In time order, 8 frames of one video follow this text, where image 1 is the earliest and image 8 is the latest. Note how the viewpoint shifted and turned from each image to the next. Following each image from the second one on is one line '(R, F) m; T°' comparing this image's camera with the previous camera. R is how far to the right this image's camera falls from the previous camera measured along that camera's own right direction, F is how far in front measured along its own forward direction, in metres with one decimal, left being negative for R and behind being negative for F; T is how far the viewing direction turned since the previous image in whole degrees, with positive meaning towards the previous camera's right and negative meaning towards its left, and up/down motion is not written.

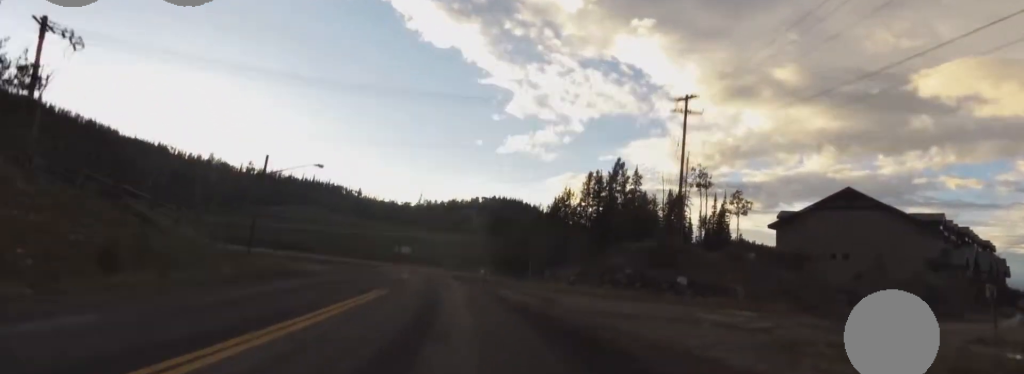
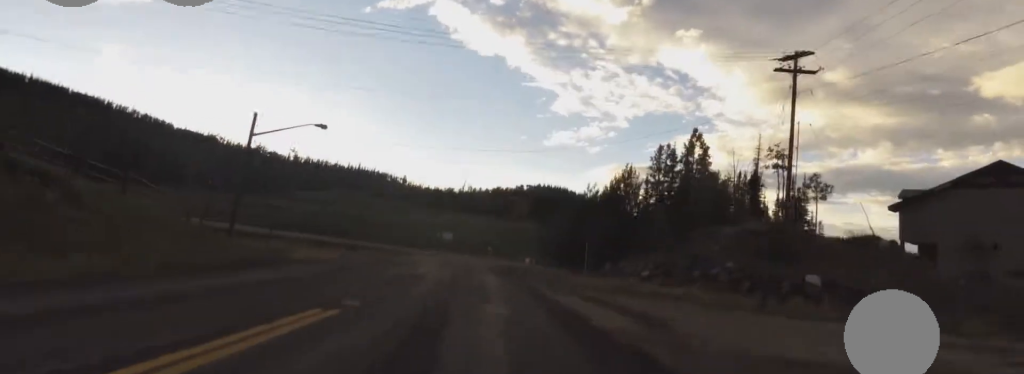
(-0.4, +10.4) m; -2°
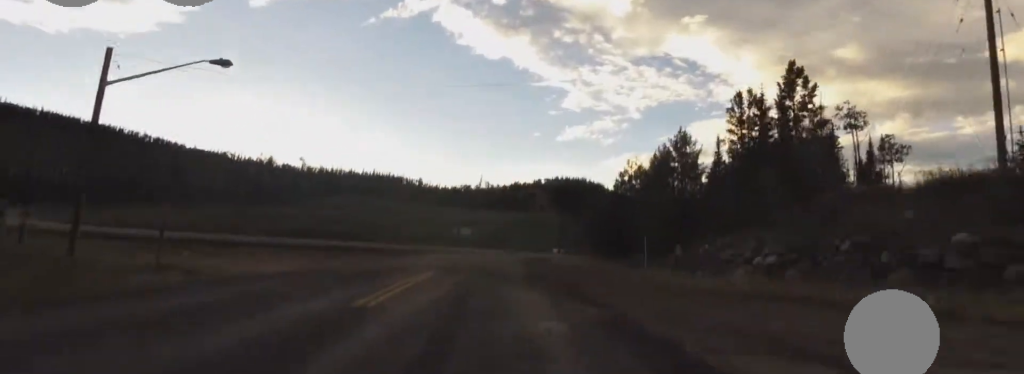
(0.0, +13.7) m; +1°
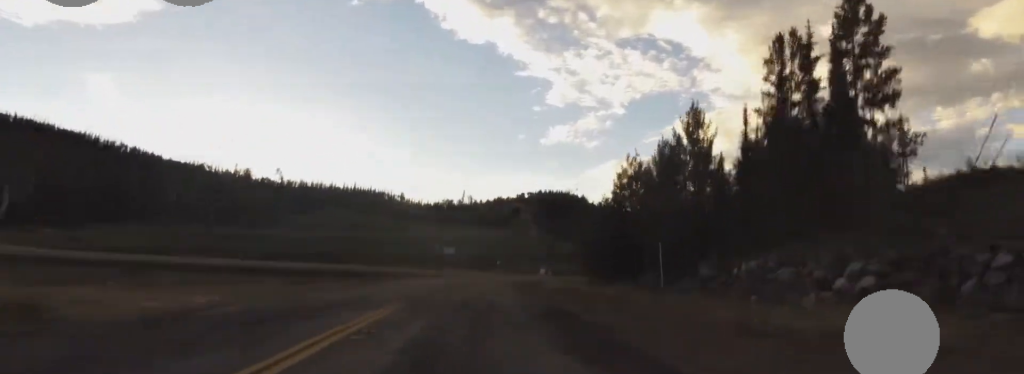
(+0.1, +7.0) m; 0°
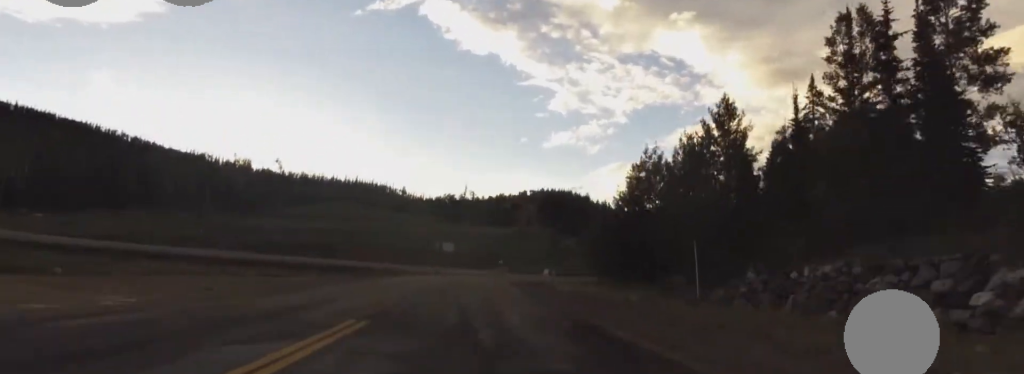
(+0.1, +5.4) m; -2°
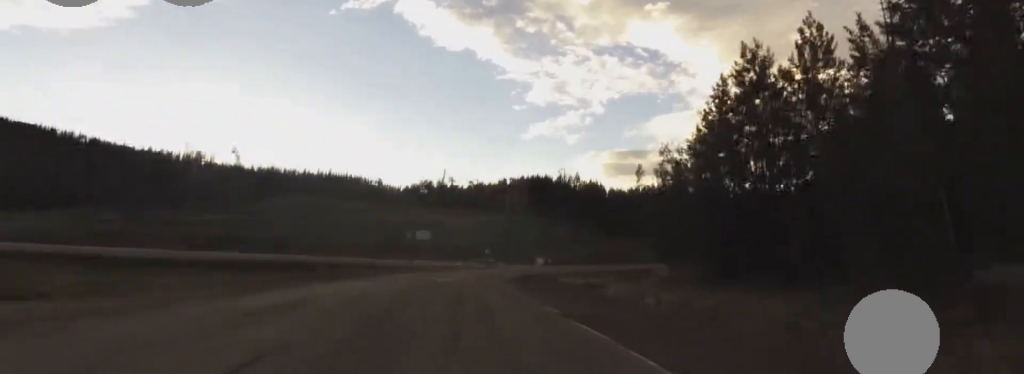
(-0.4, +21.4) m; +4°
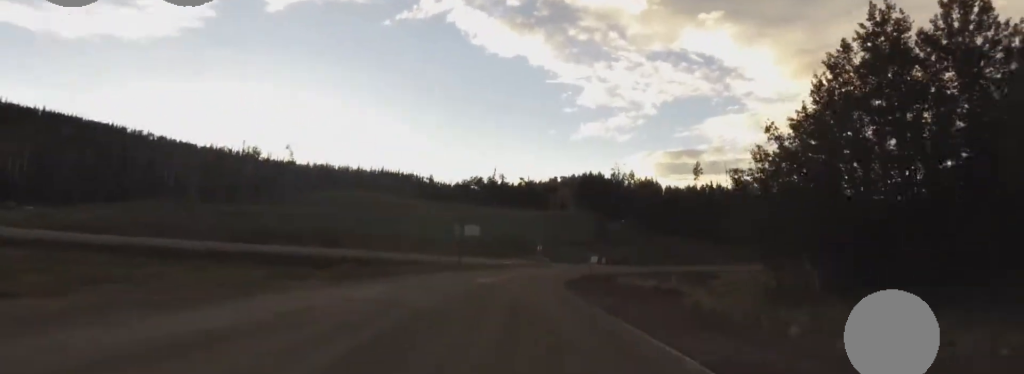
(+0.7, +5.4) m; +2°
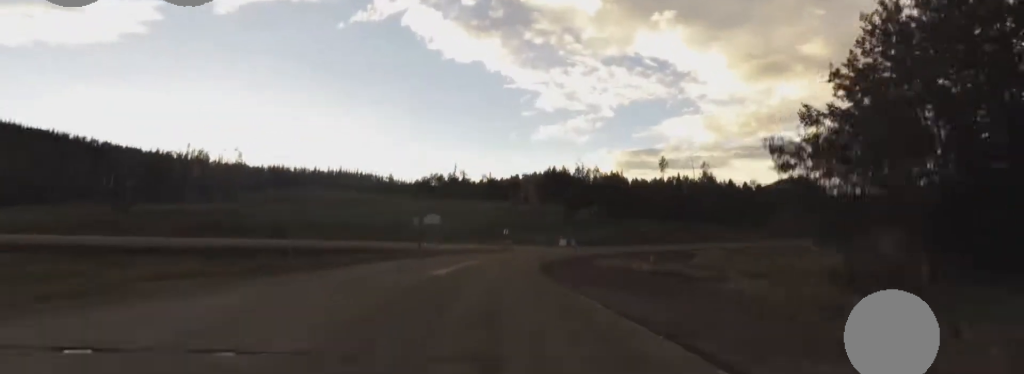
(0.0, +7.3) m; 0°
